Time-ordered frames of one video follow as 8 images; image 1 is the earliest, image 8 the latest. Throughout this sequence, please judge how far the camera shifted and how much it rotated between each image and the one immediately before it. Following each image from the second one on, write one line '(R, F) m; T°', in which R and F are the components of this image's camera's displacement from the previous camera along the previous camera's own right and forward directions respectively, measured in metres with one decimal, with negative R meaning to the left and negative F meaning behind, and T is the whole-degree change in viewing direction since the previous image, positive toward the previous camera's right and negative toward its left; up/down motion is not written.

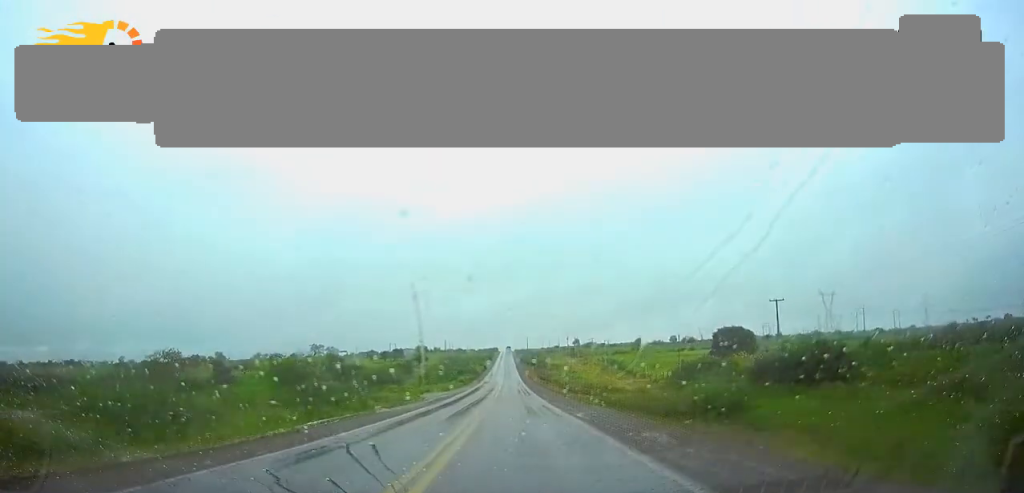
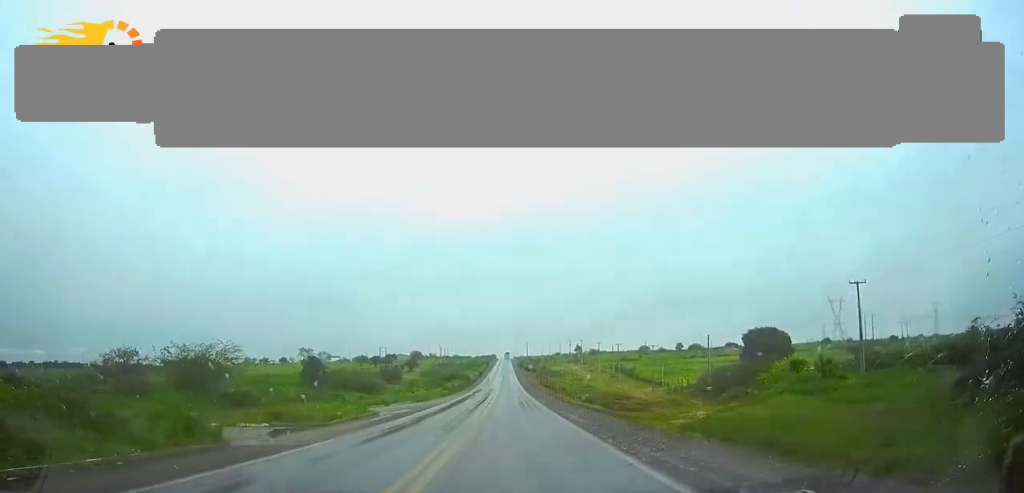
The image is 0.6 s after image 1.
(-0.1, +20.2) m; 0°
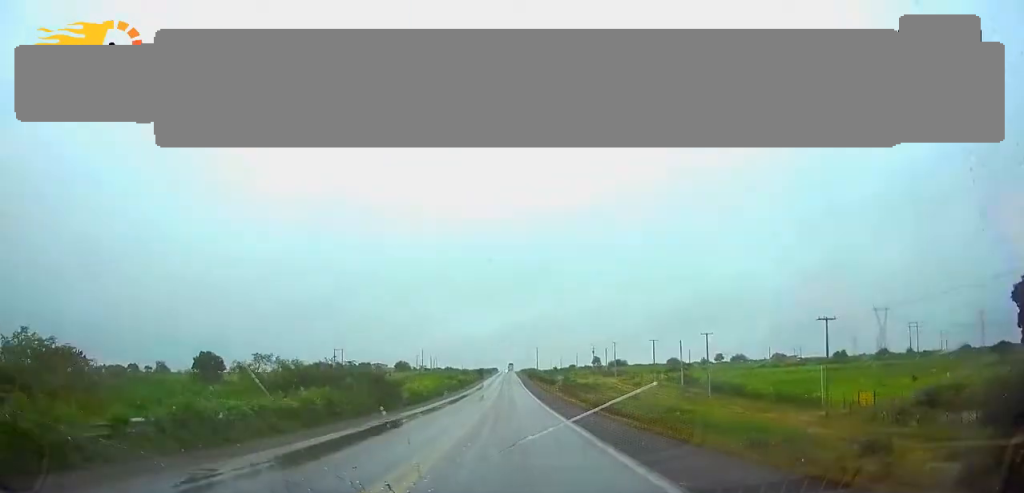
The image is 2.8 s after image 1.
(+0.2, +78.9) m; 0°
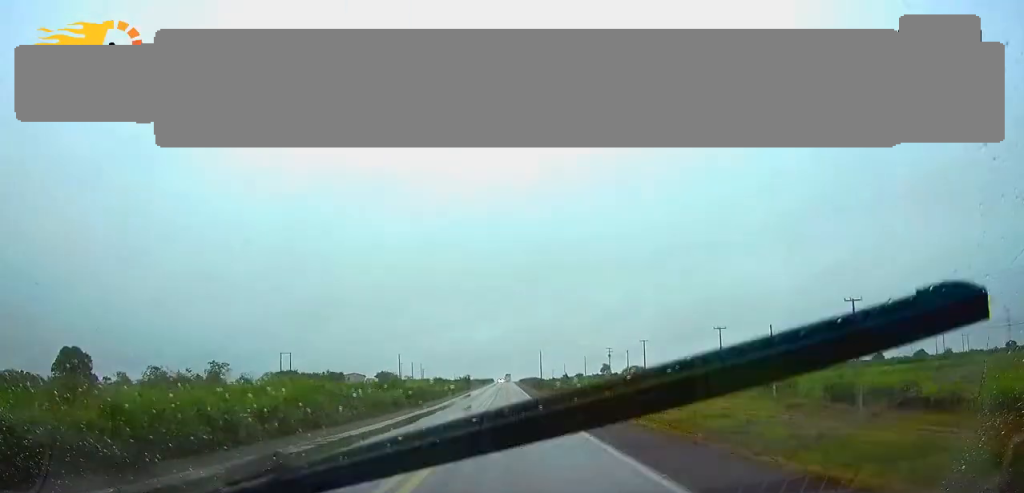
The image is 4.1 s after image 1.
(0.0, +46.7) m; 0°
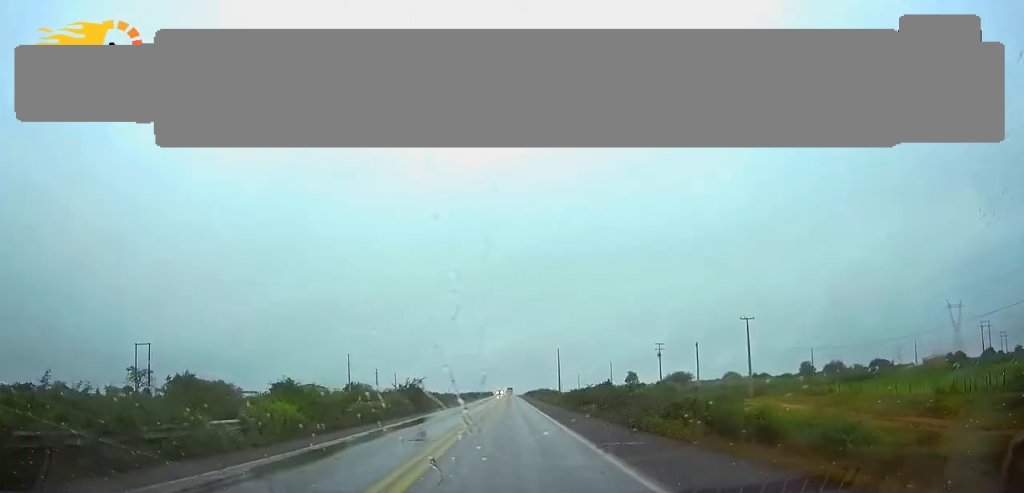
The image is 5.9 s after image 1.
(0.0, +66.1) m; 0°
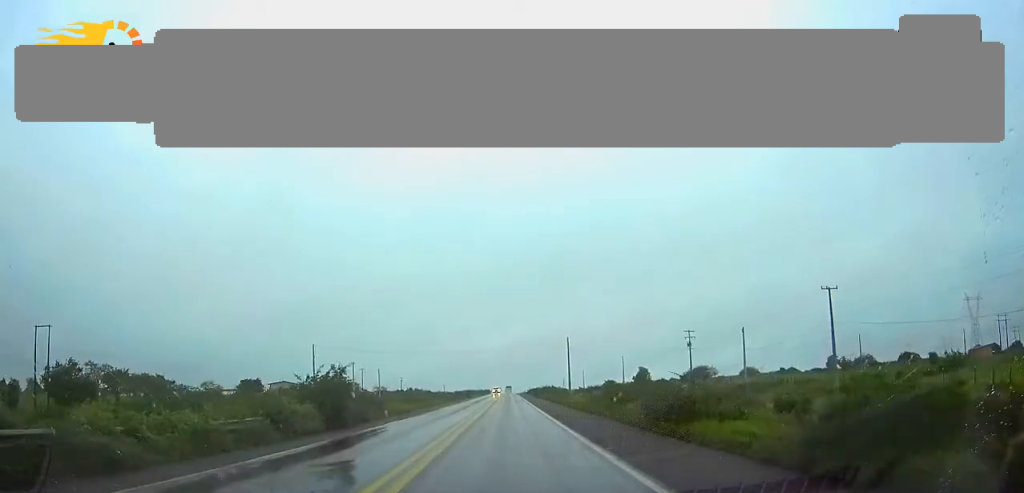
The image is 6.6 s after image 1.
(0.0, +24.3) m; 0°
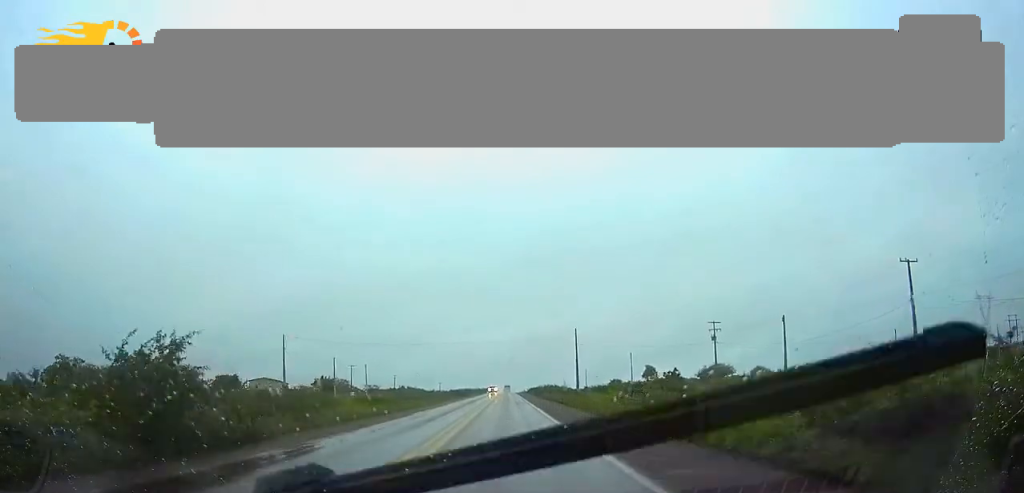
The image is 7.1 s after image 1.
(-0.1, +14.7) m; 0°
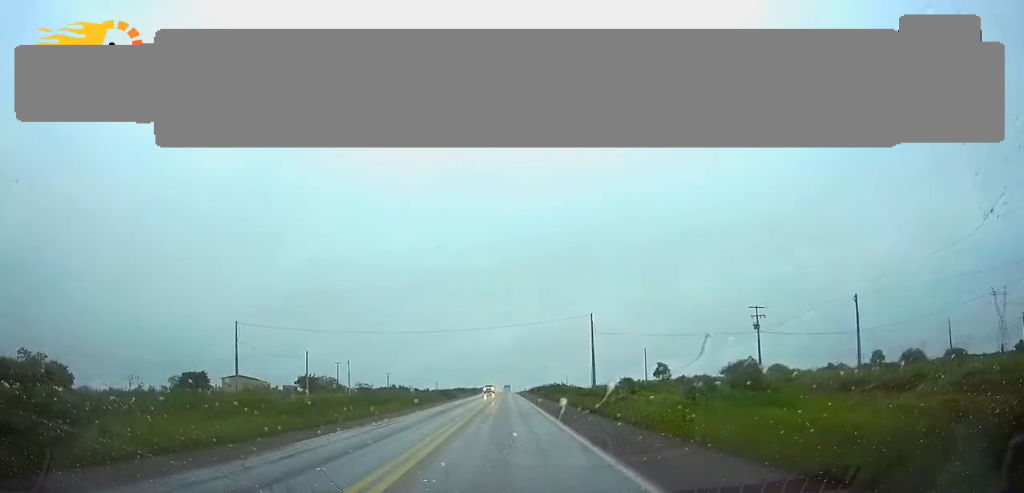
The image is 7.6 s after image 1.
(-0.1, +18.1) m; 0°
